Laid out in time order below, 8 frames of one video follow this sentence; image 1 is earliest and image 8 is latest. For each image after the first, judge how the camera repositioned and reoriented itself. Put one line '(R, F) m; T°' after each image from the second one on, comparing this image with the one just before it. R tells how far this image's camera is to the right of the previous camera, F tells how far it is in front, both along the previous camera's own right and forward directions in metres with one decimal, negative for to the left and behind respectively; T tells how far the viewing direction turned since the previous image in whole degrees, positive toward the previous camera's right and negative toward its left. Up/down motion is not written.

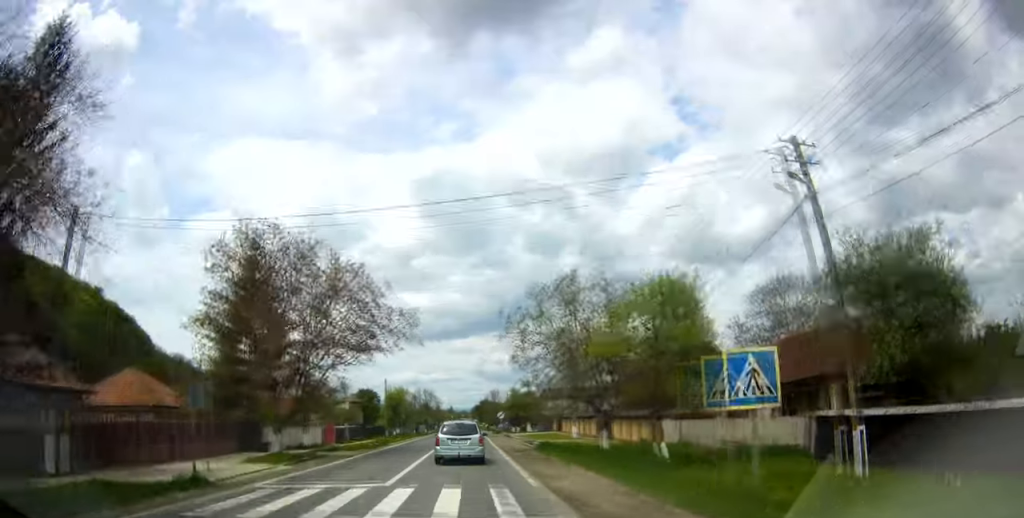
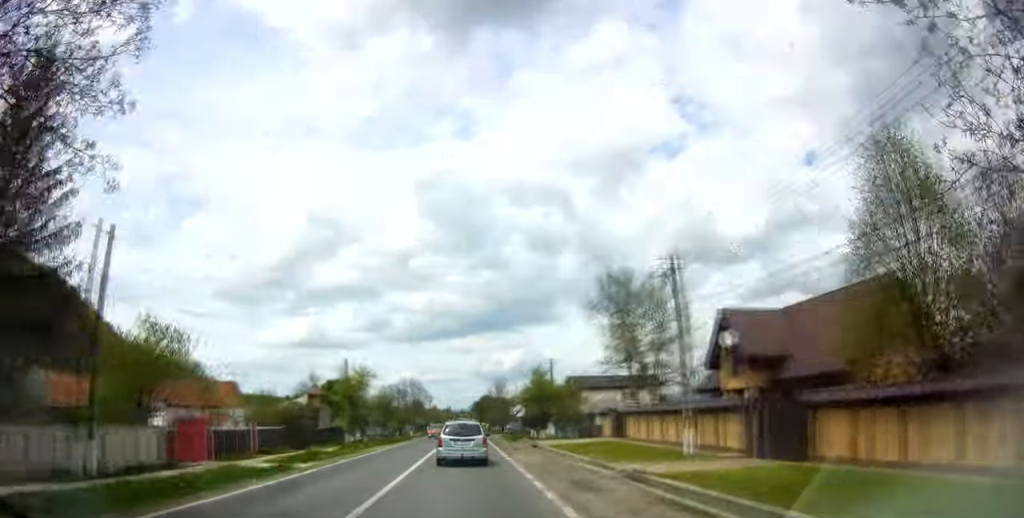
(+1.1, +27.1) m; +2°
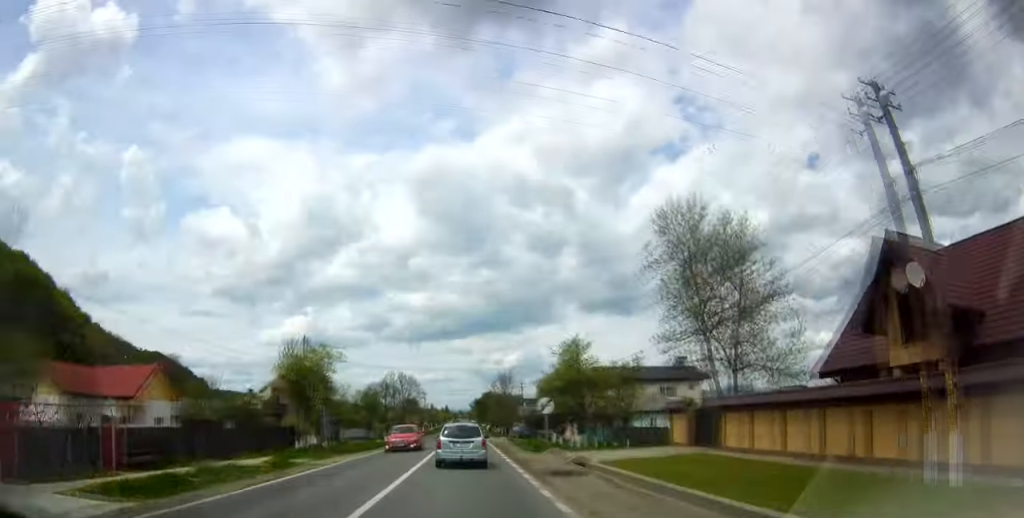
(-0.3, +14.7) m; 0°
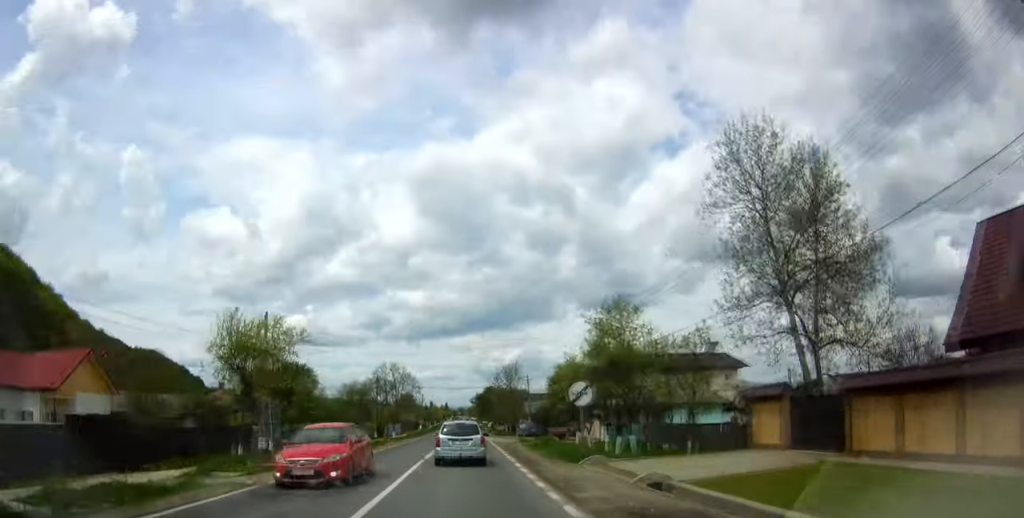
(0.0, +9.0) m; 0°
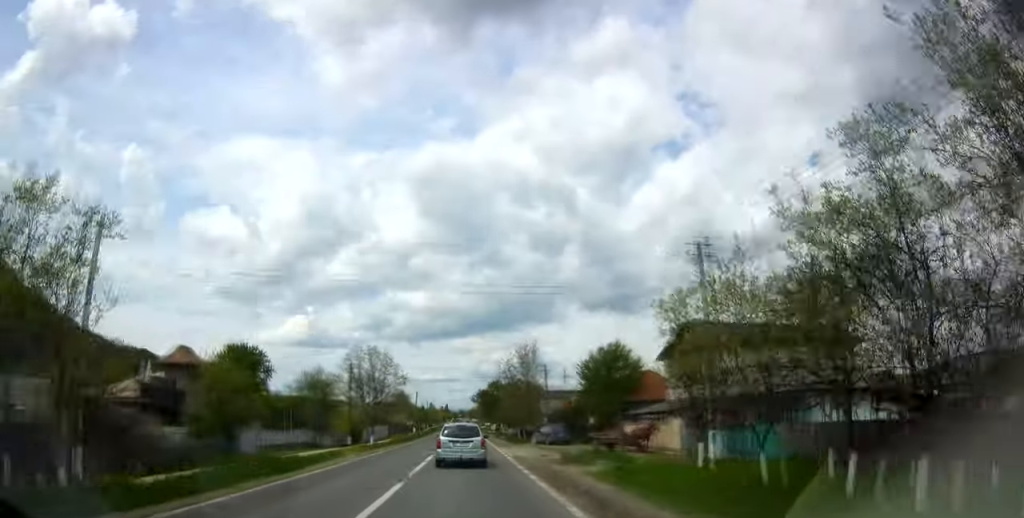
(+0.3, +18.0) m; +1°
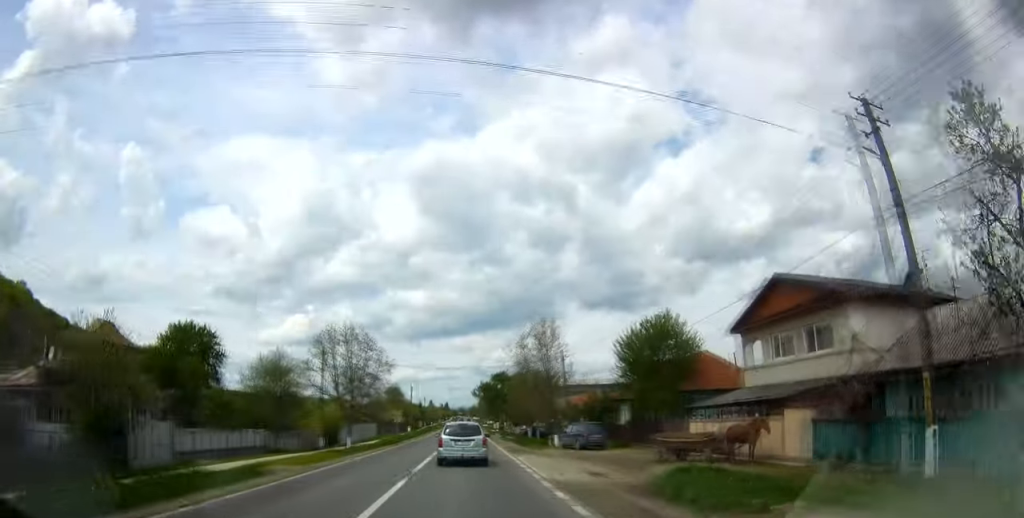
(0.0, +11.7) m; 0°
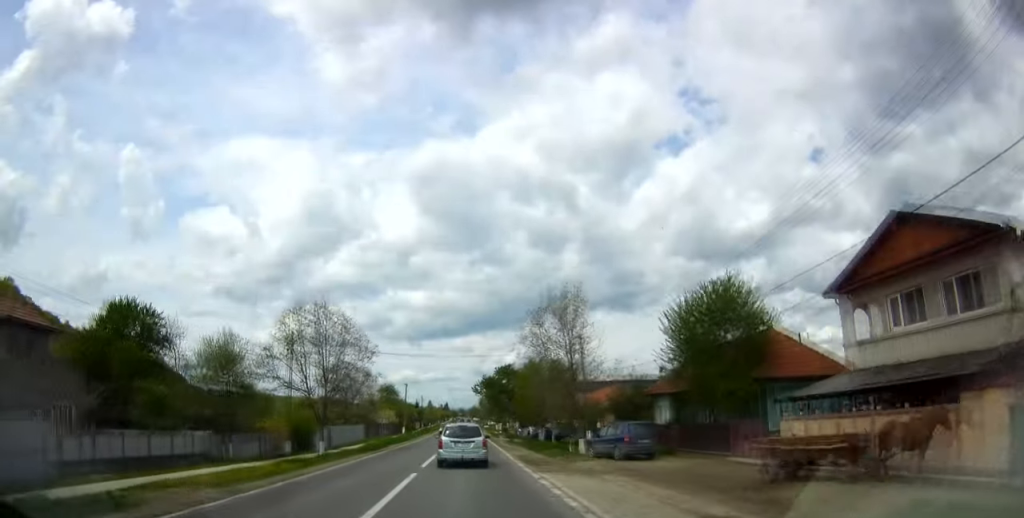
(0.0, +9.2) m; 0°
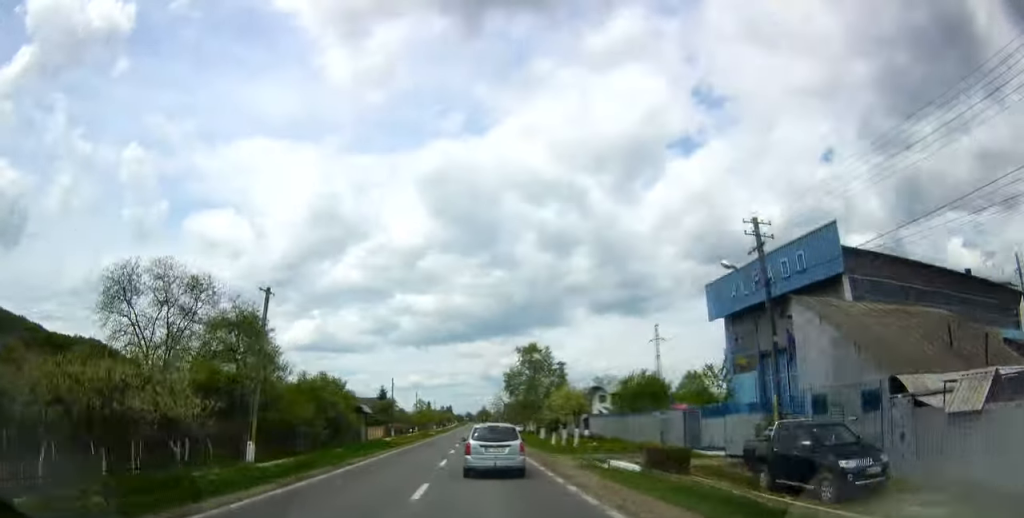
(-0.4, +70.3) m; -1°
